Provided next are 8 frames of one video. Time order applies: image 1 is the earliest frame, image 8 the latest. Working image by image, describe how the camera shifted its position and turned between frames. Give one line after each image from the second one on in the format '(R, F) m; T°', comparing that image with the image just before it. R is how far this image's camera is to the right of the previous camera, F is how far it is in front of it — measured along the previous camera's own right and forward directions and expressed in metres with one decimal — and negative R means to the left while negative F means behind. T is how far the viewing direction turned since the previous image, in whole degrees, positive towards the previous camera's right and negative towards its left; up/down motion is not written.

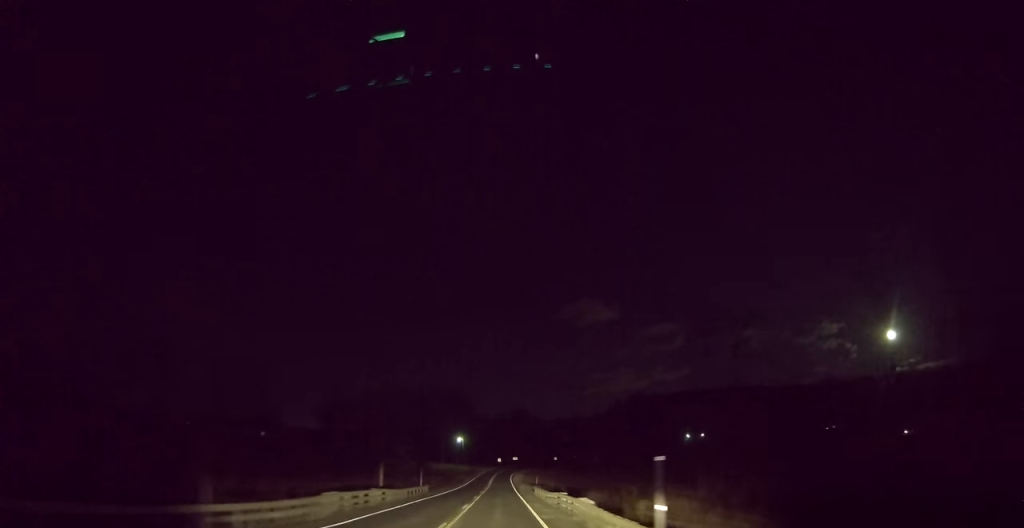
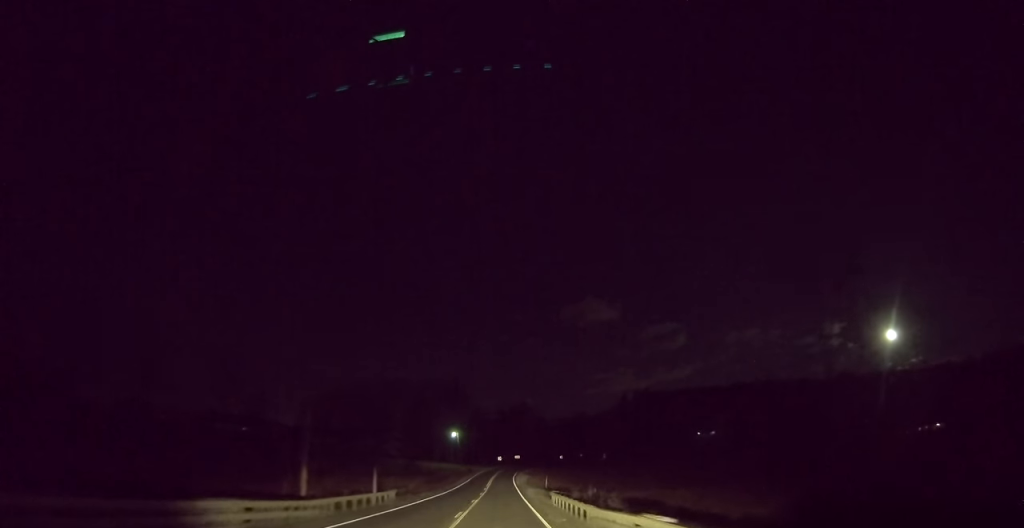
(+0.1, +18.0) m; 0°
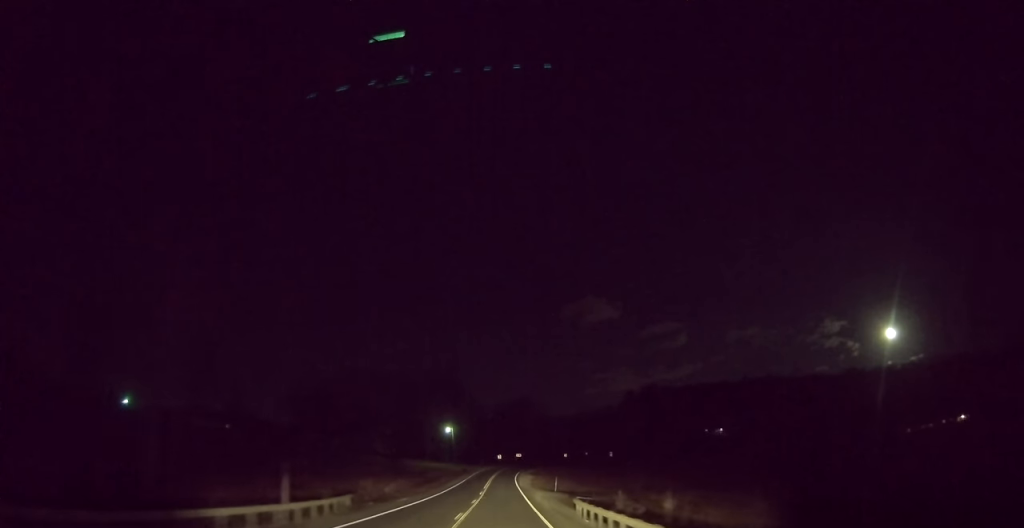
(-0.2, +13.0) m; 0°
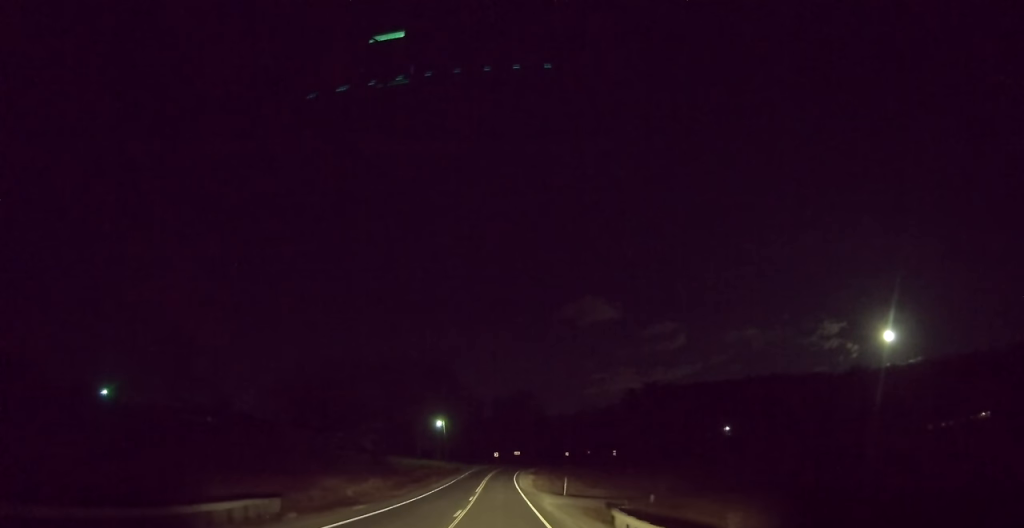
(0.0, +11.4) m; 0°
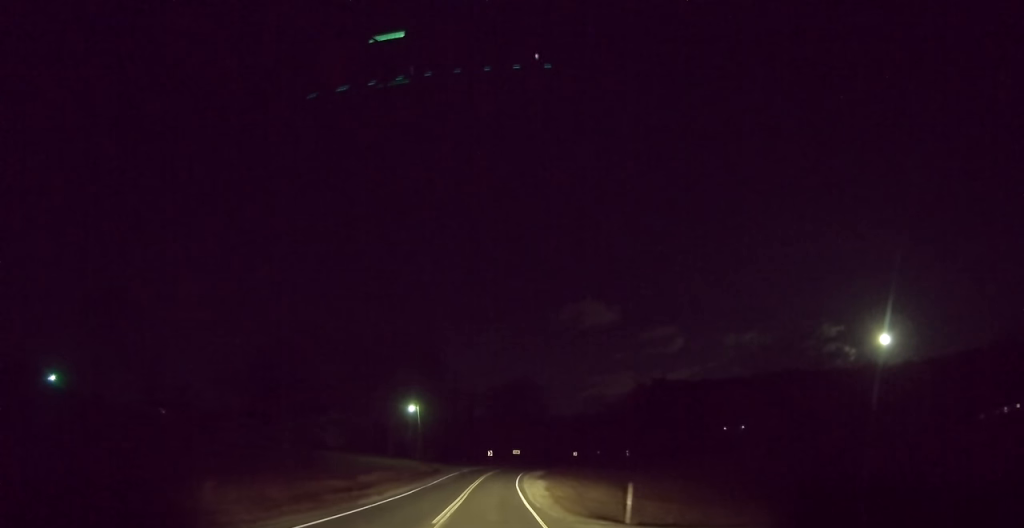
(+0.3, +26.2) m; +1°
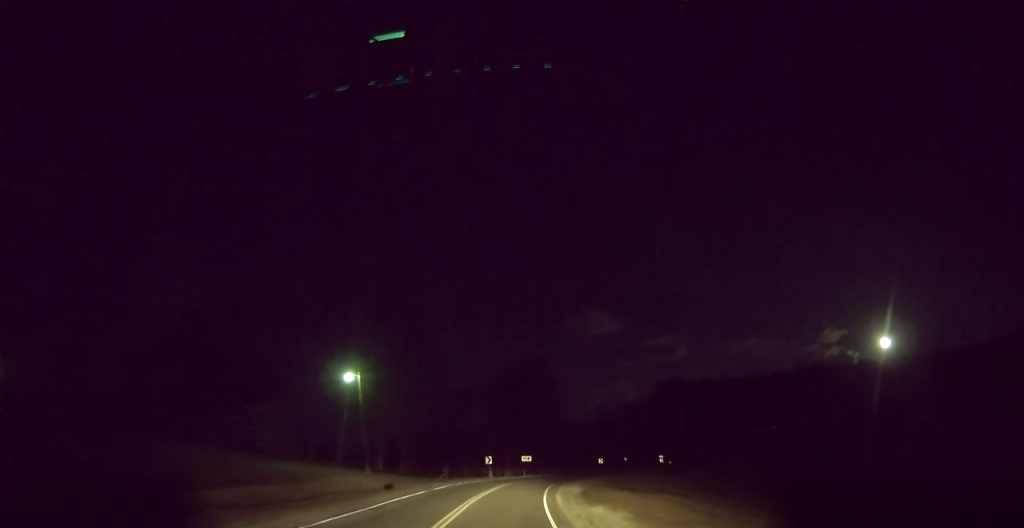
(-0.1, +31.6) m; 0°
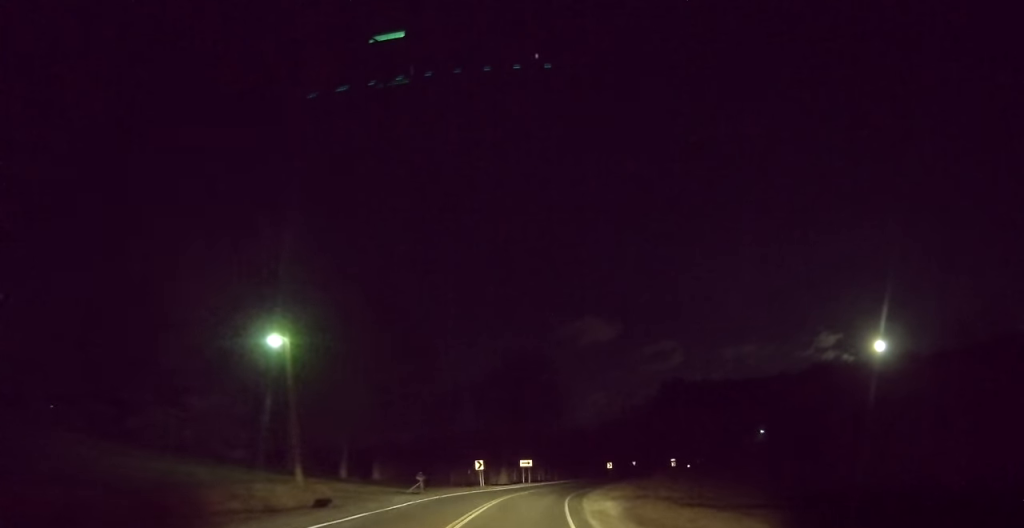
(+0.2, +13.6) m; +1°
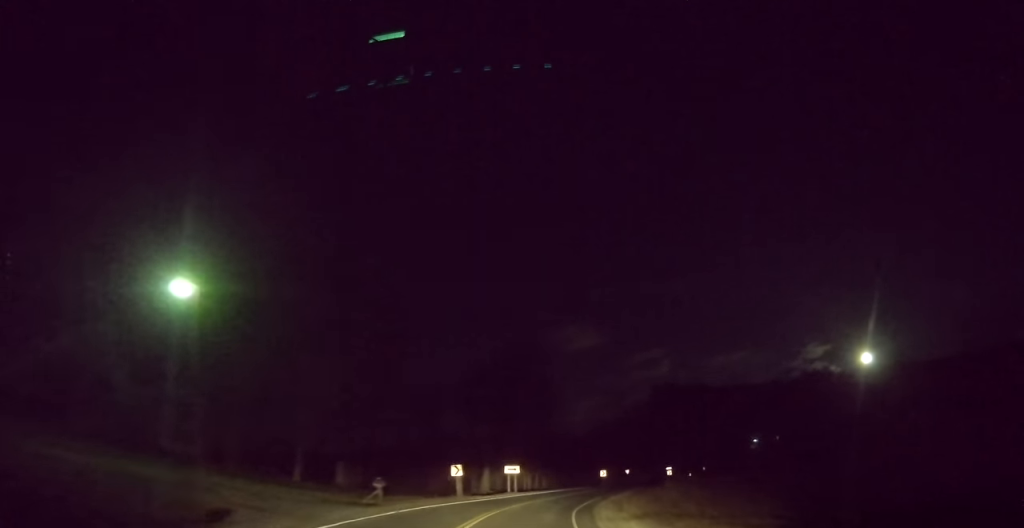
(0.0, +8.6) m; +1°
